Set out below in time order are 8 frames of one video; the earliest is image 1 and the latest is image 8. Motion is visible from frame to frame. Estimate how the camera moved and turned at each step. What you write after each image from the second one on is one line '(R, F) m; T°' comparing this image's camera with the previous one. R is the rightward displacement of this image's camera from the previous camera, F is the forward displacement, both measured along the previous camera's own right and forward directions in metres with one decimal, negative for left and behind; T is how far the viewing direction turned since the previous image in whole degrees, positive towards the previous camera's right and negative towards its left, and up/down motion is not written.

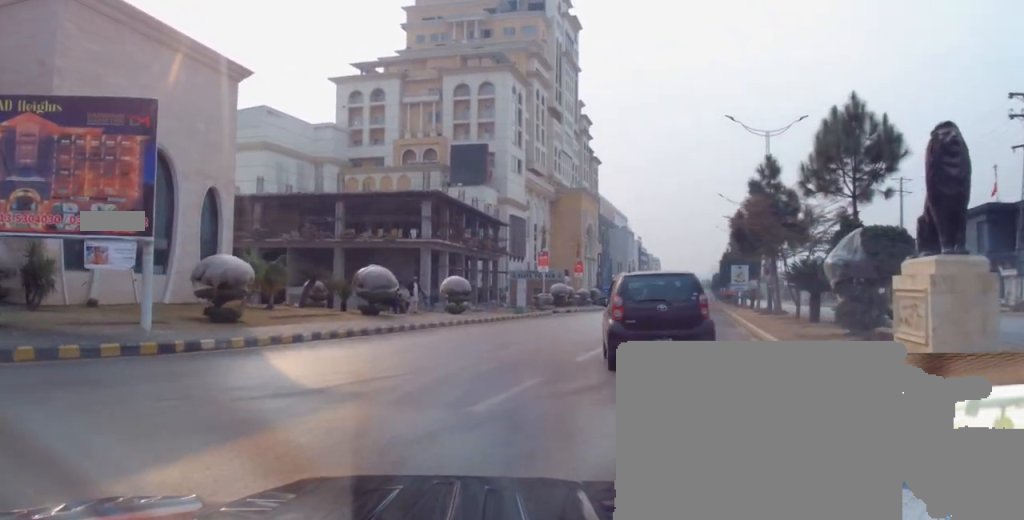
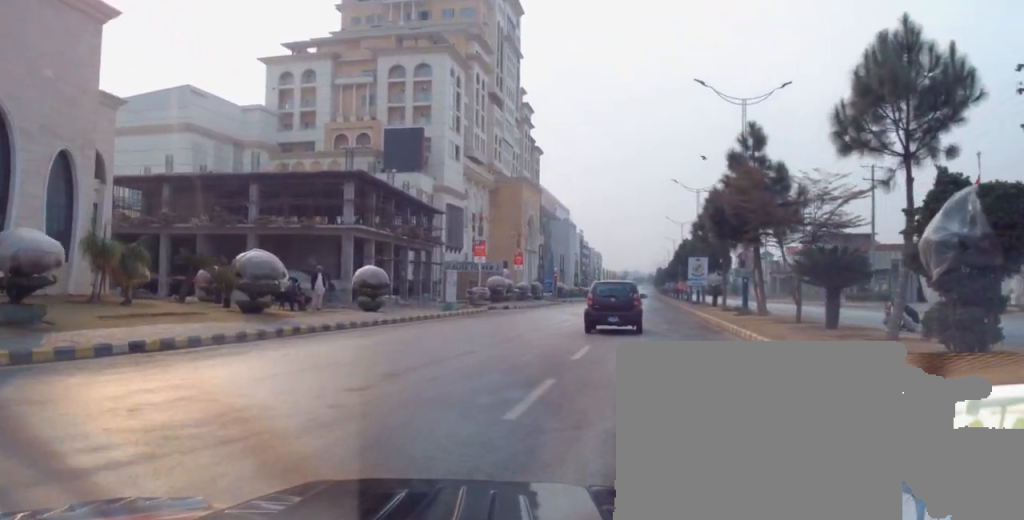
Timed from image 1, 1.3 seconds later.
(+0.4, +6.4) m; +7°
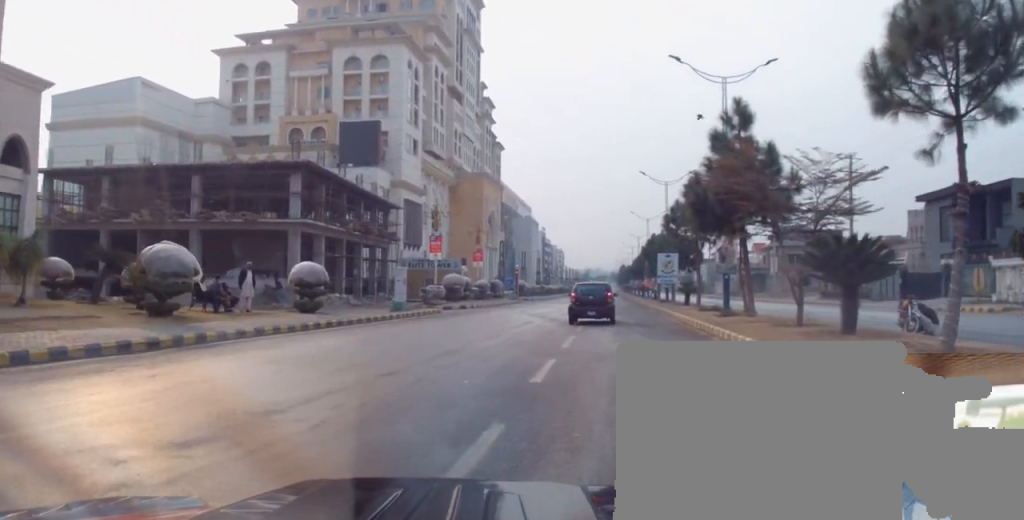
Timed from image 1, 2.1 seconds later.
(+0.2, +3.4) m; +3°
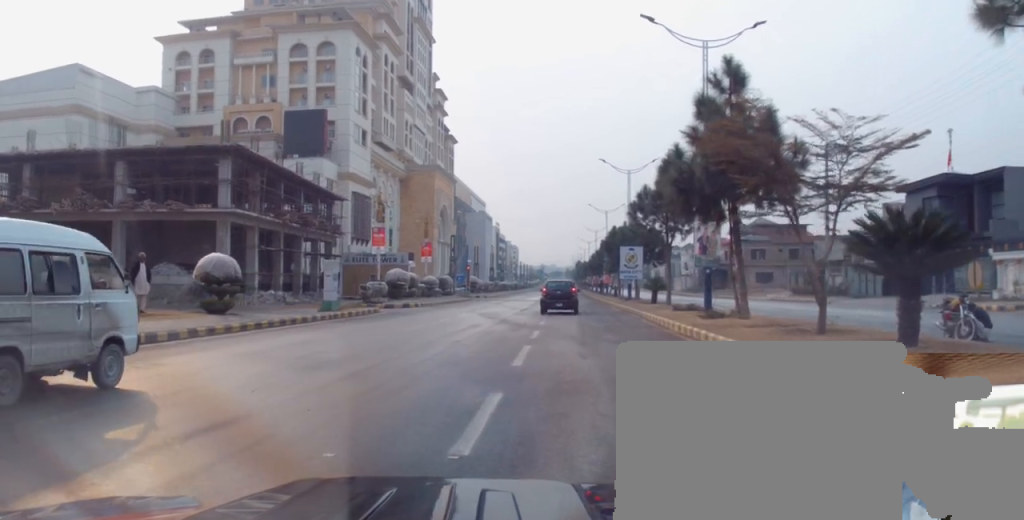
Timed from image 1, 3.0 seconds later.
(0.0, +4.4) m; +1°
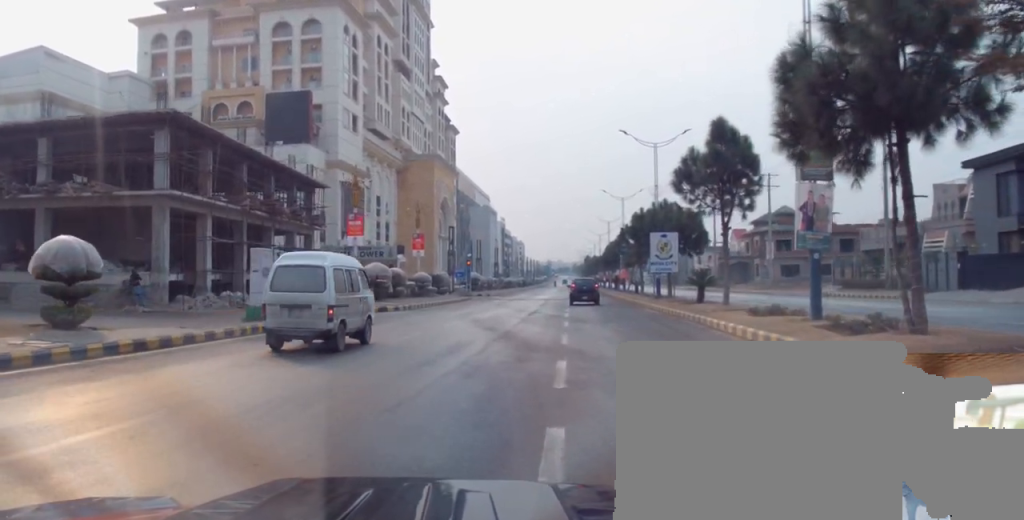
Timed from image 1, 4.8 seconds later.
(0.0, +9.1) m; 0°
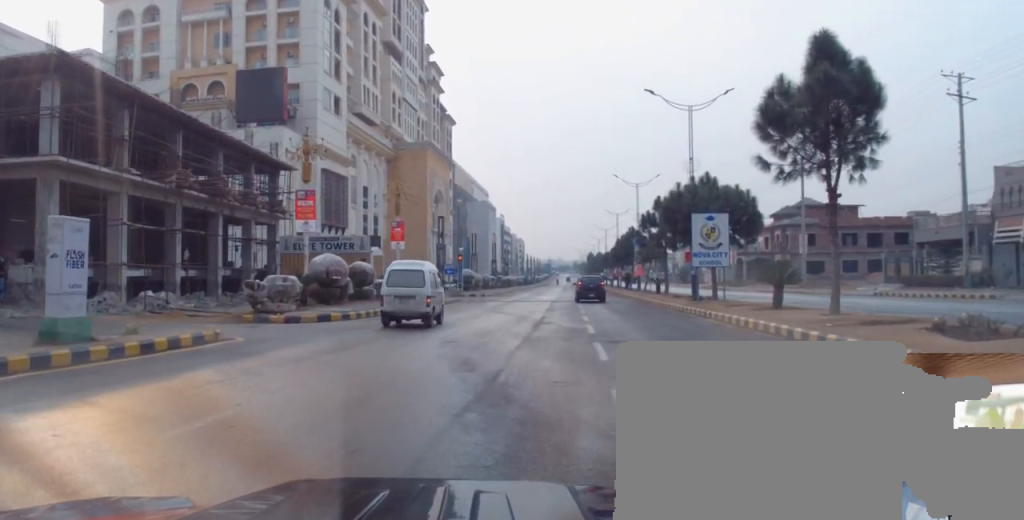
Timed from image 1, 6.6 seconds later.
(+0.1, +9.7) m; 0°
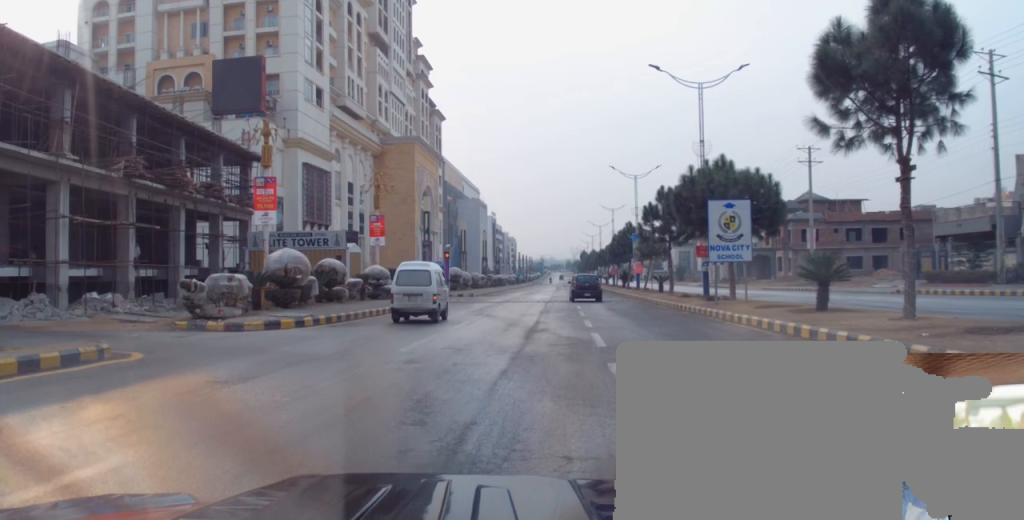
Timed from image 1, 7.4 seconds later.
(0.0, +4.1) m; 0°
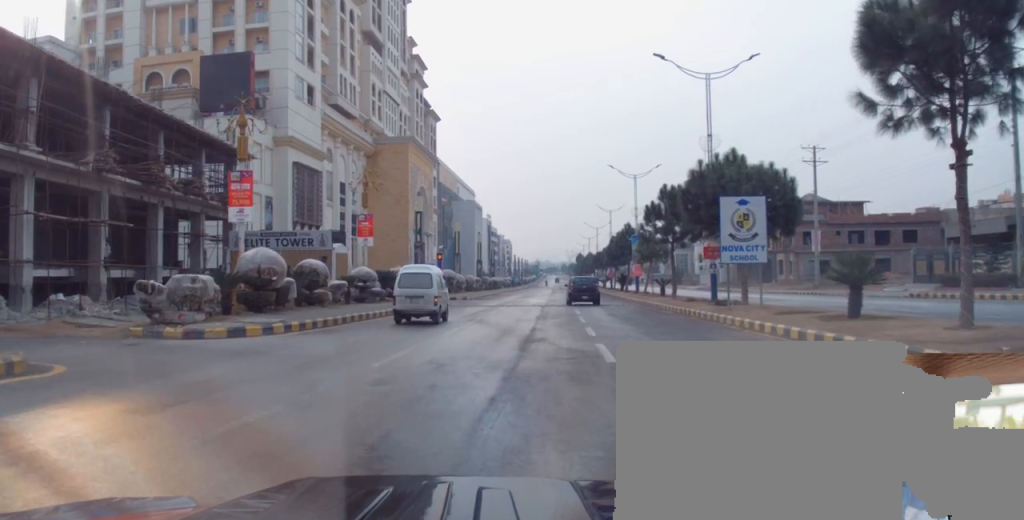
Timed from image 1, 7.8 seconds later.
(0.0, +2.2) m; 0°
